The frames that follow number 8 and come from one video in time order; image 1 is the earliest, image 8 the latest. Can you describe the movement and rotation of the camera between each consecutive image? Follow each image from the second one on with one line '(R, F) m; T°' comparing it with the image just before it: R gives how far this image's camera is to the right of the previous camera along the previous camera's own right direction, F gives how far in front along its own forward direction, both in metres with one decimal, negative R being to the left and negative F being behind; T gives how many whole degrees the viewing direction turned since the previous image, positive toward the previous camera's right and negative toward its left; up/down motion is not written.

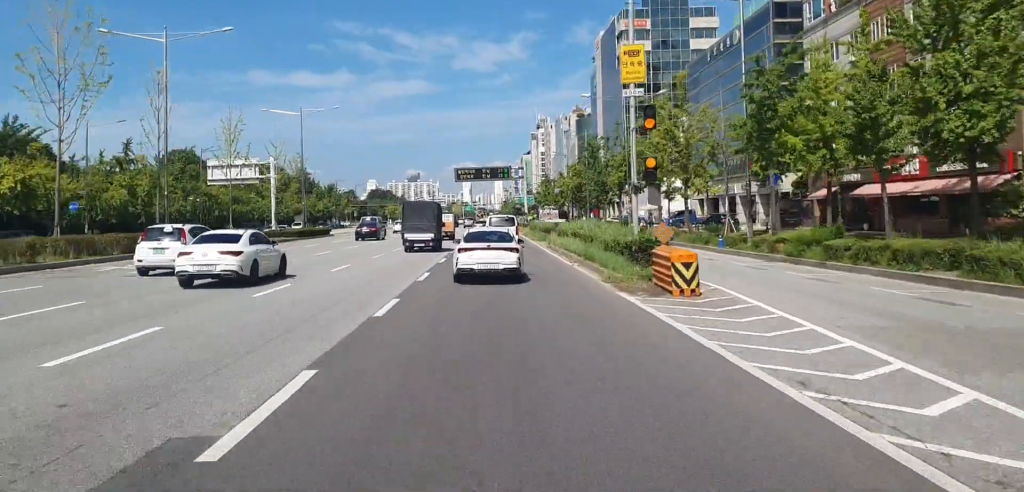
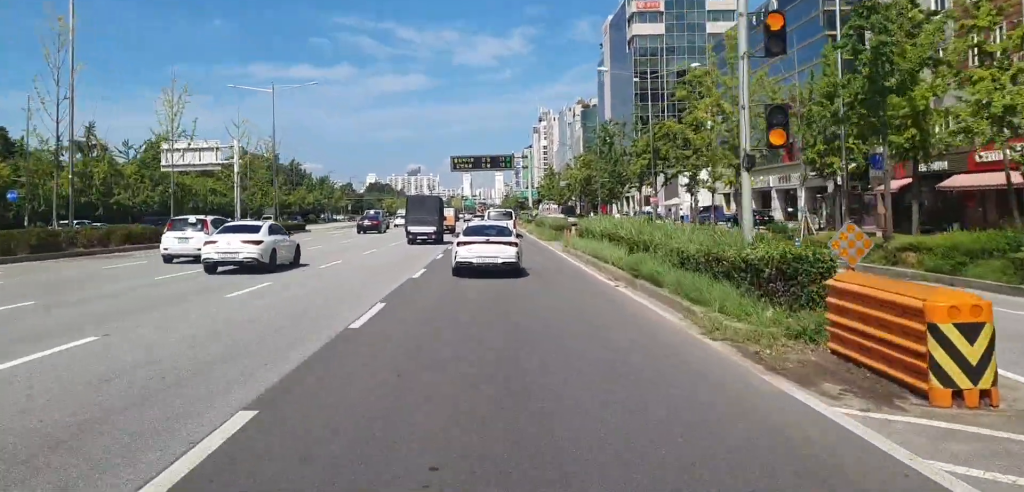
(-0.3, +10.1) m; -1°
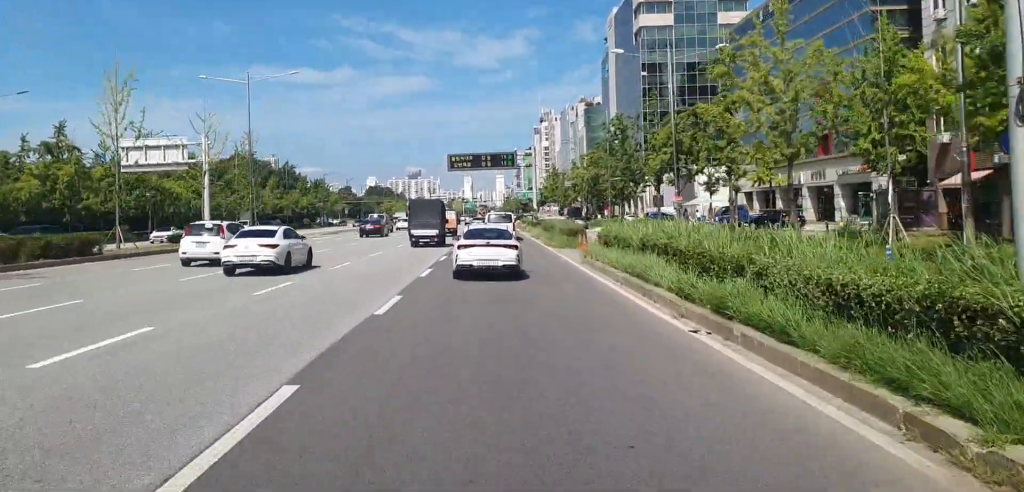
(+0.1, +6.7) m; -1°
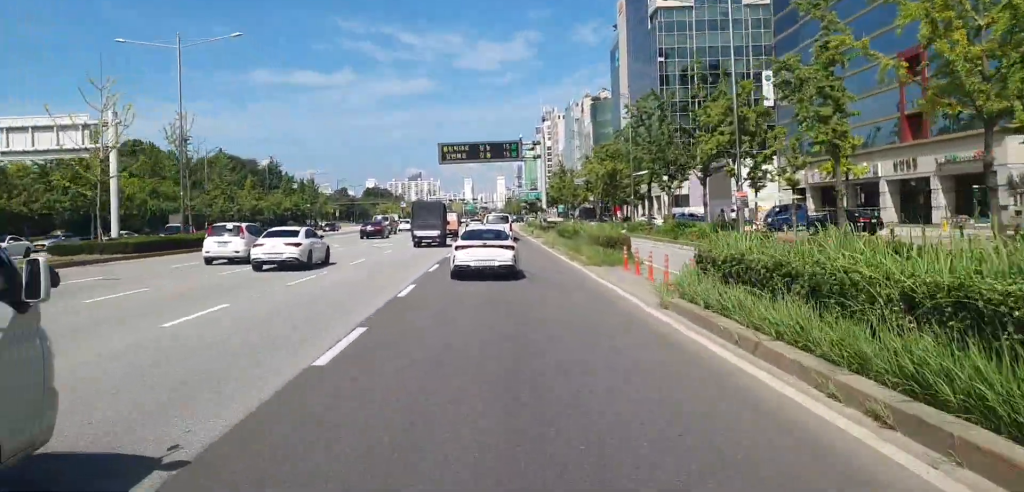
(-0.1, +12.9) m; -1°
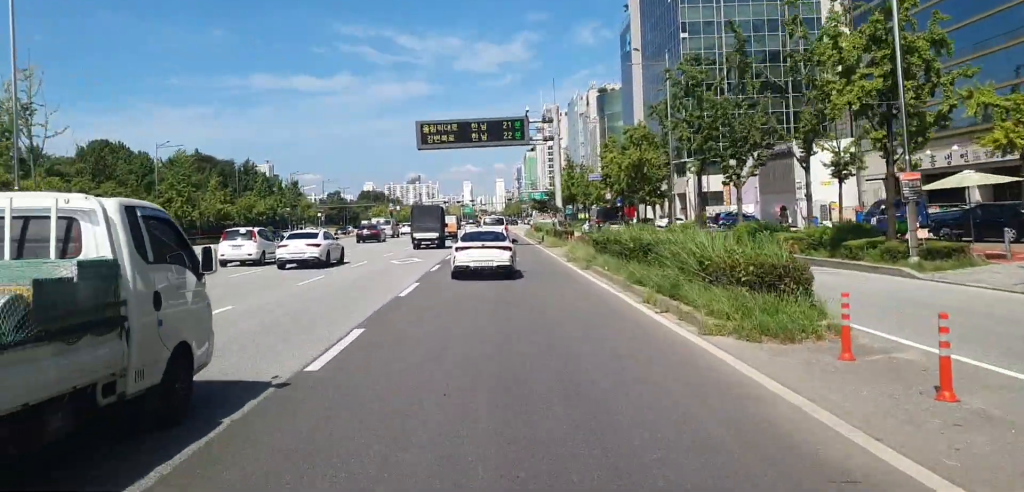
(0.0, +15.5) m; +1°
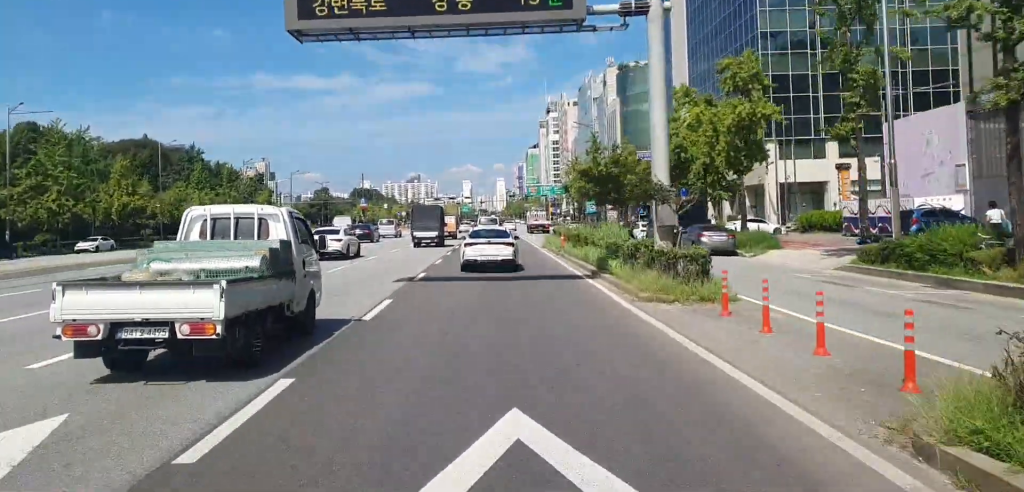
(+0.2, +28.5) m; 0°
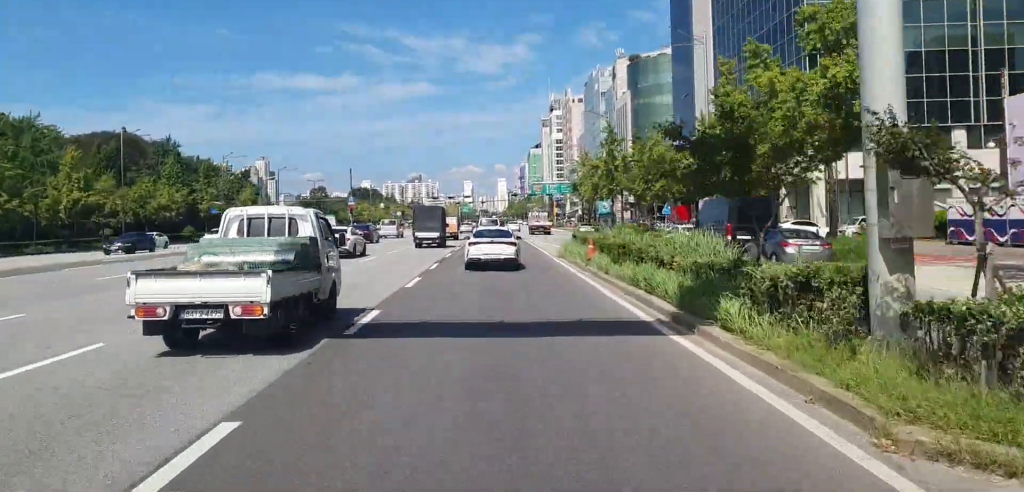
(0.0, +10.1) m; 0°
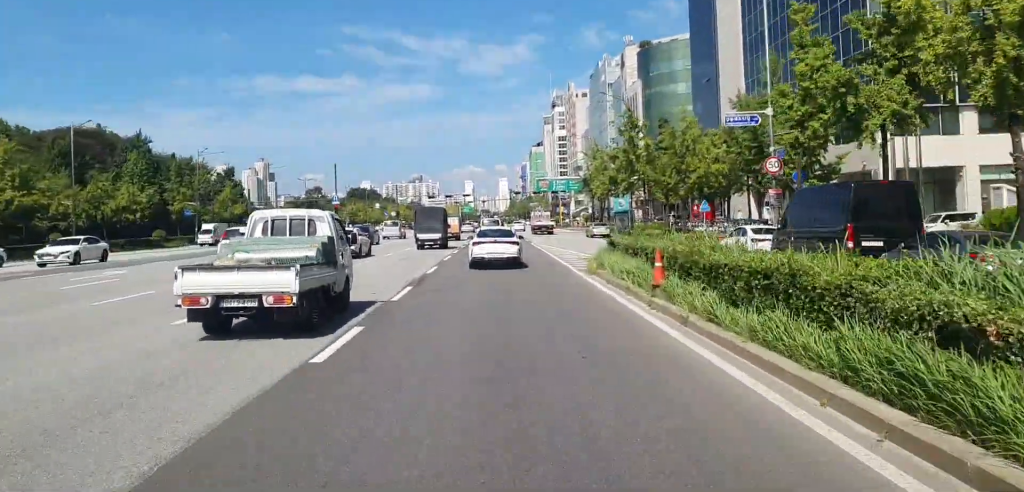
(-0.1, +10.2) m; 0°
